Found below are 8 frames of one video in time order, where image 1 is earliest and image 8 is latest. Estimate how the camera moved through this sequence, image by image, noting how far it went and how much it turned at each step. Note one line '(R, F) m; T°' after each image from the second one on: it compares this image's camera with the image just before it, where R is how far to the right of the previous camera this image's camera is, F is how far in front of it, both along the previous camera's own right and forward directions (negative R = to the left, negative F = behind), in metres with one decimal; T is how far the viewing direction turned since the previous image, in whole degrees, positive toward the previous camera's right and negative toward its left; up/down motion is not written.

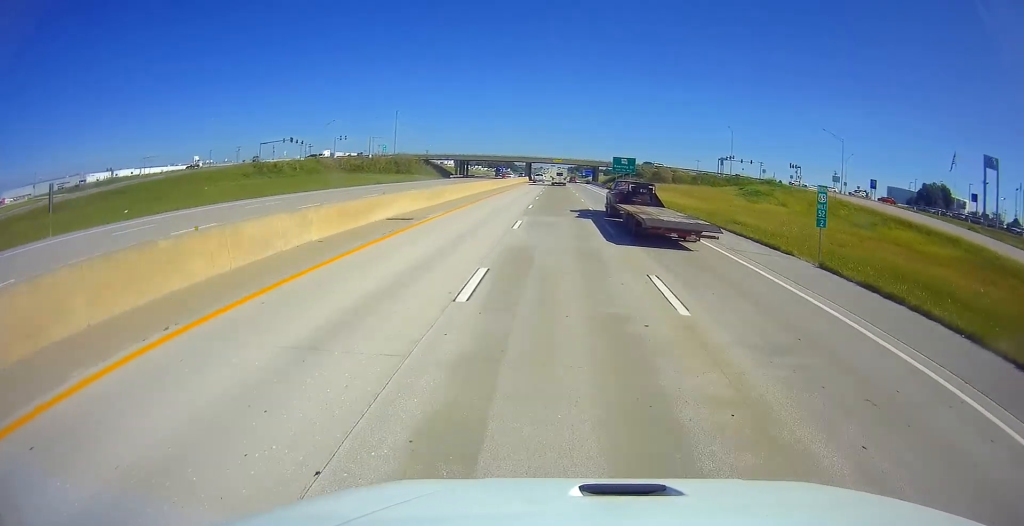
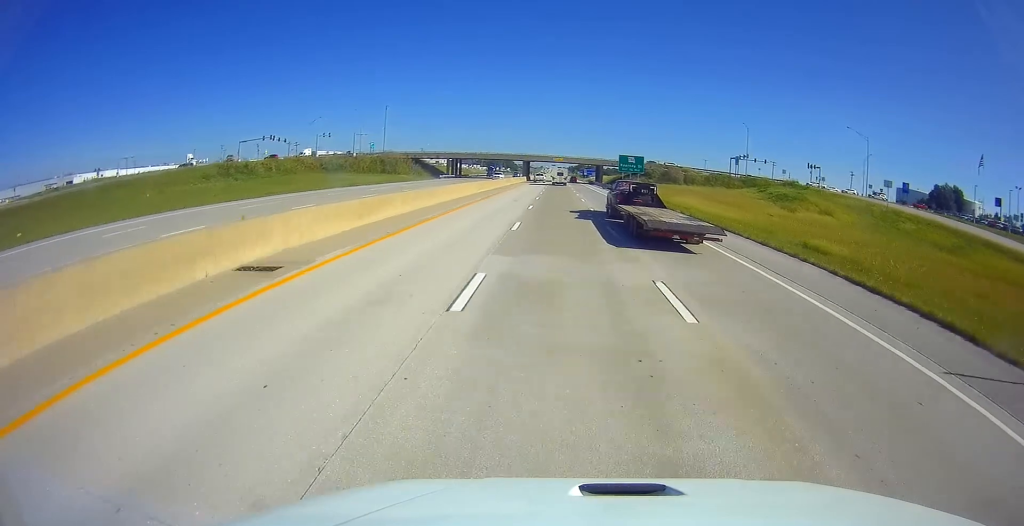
(-0.2, +13.0) m; 0°
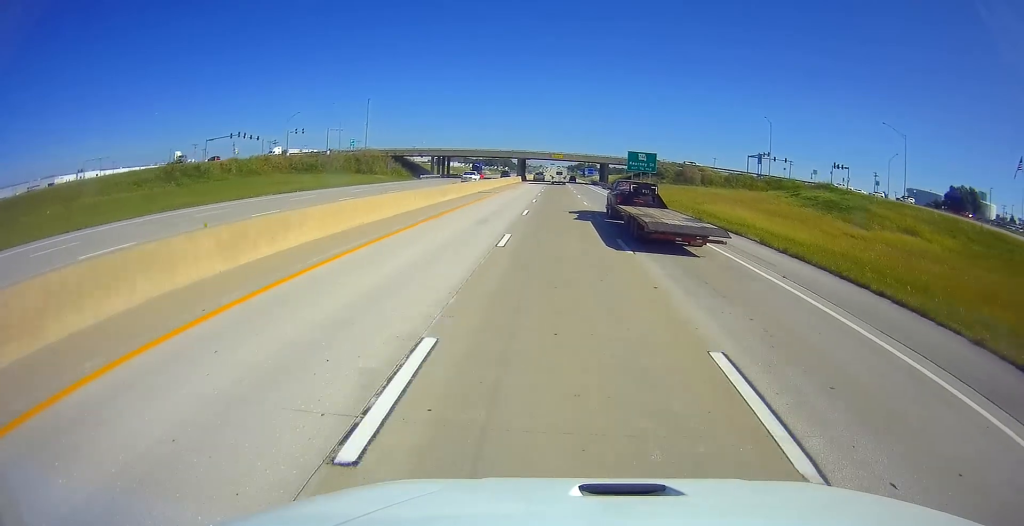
(+0.4, +17.0) m; +1°
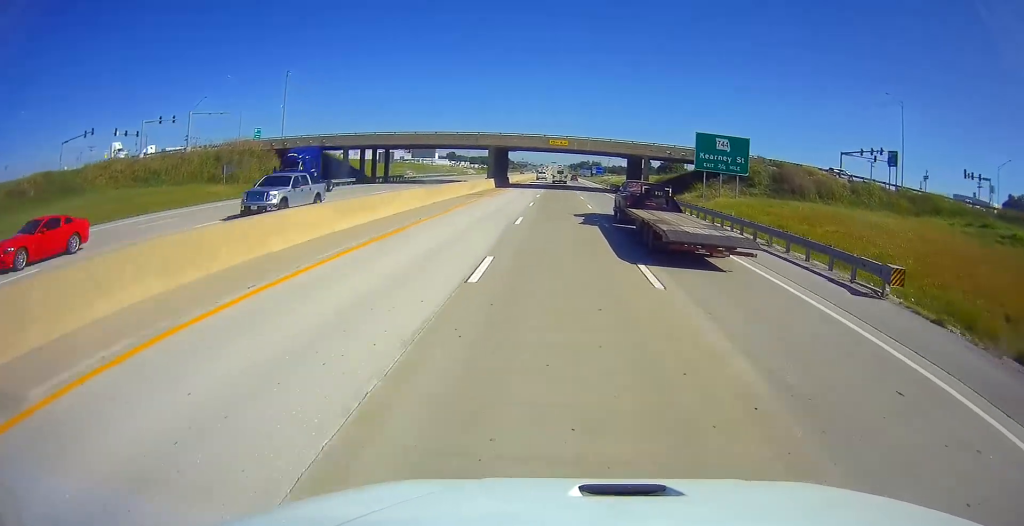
(-0.1, +54.2) m; -1°
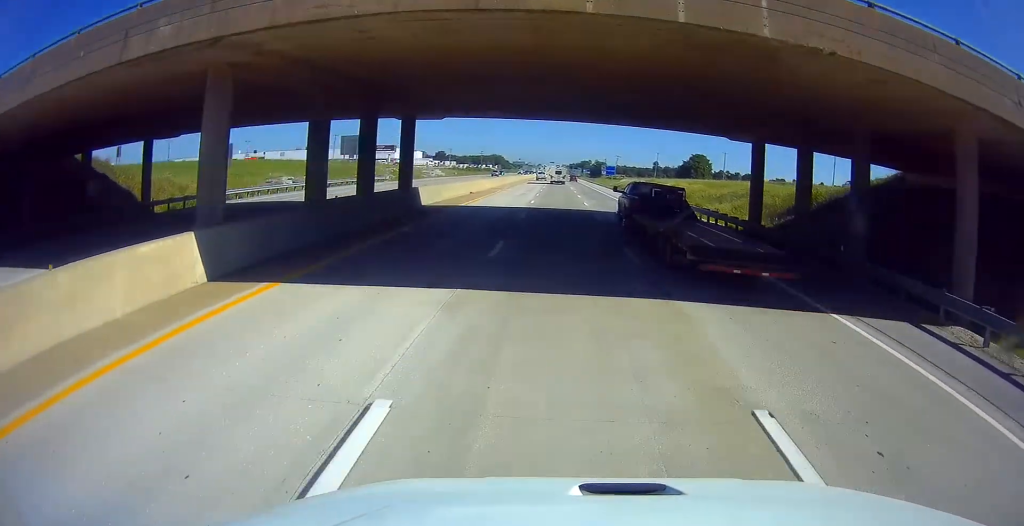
(+0.7, +58.5) m; +1°
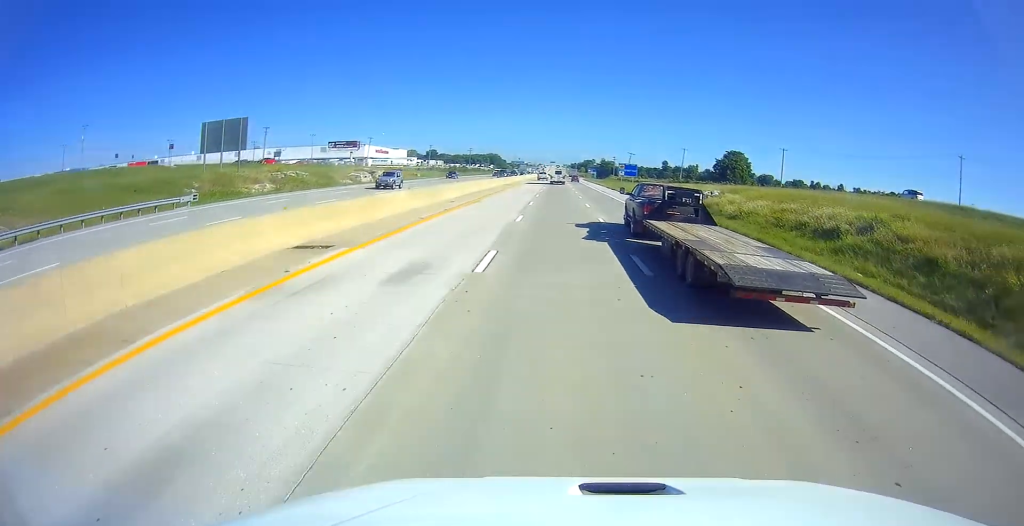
(-0.2, +51.3) m; -1°
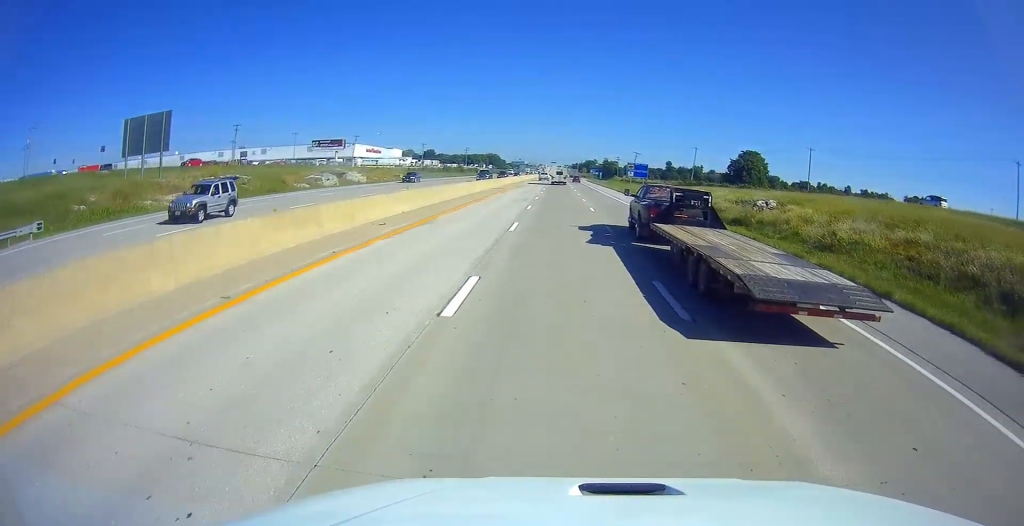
(-0.4, +16.0) m; 0°
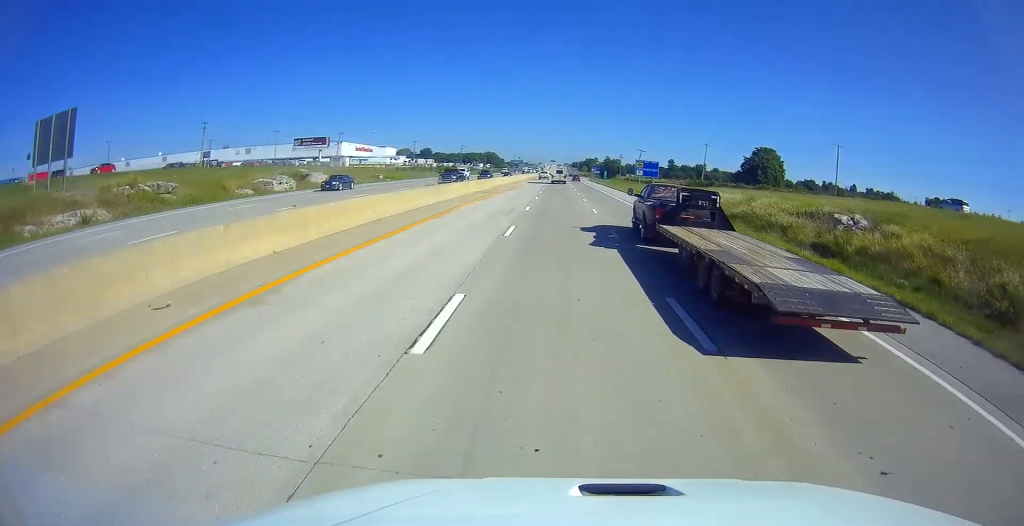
(-0.2, +14.0) m; 0°
